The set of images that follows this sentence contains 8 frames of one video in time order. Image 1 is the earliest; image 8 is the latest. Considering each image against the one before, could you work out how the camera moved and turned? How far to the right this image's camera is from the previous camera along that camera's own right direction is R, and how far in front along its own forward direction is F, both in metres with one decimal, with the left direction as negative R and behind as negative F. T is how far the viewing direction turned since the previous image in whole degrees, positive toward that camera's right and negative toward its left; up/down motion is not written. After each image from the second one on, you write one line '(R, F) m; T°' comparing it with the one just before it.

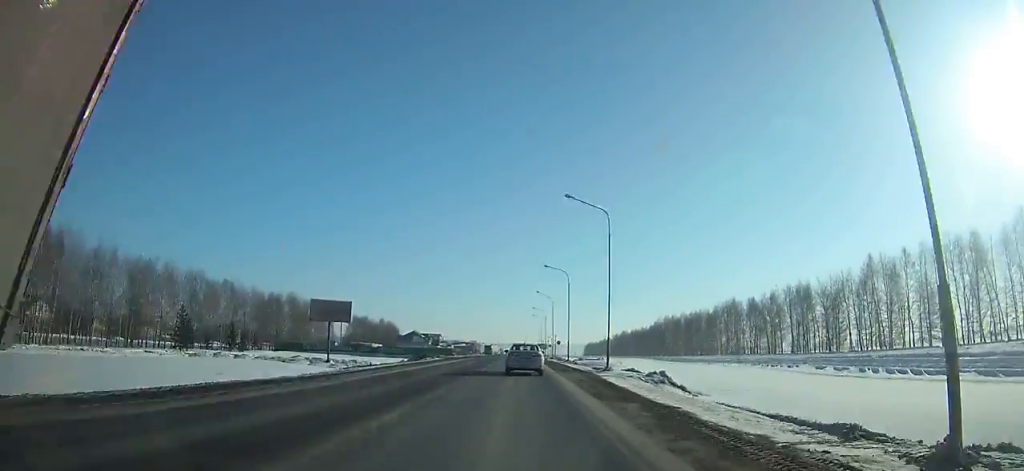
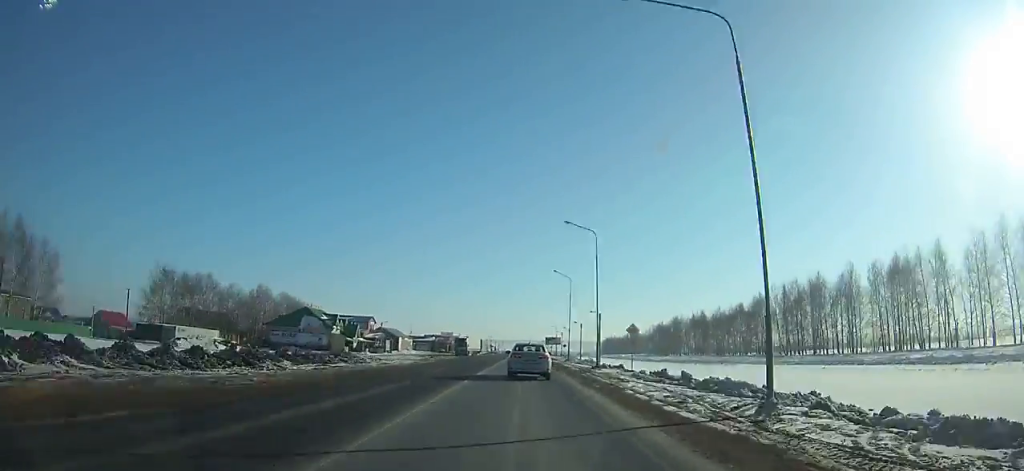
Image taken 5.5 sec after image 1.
(-0.3, +112.4) m; 0°
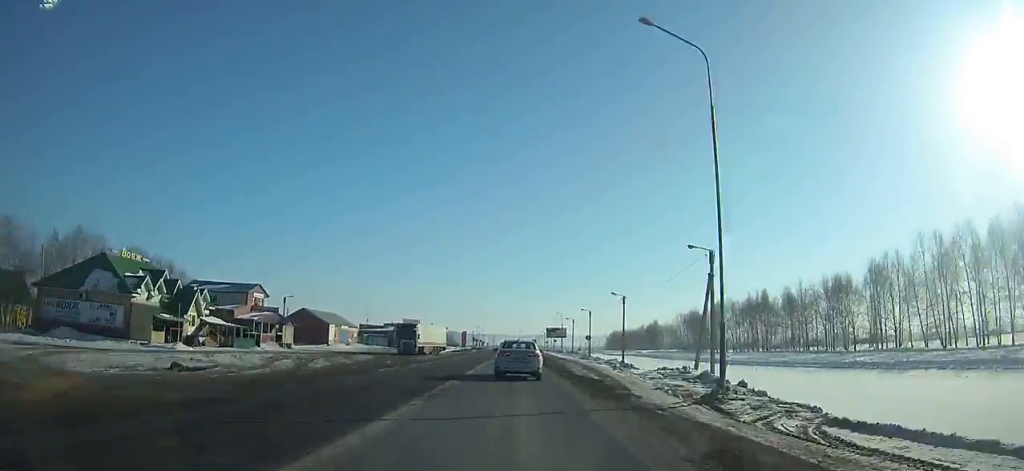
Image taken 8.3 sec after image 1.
(+0.2, +55.5) m; 0°
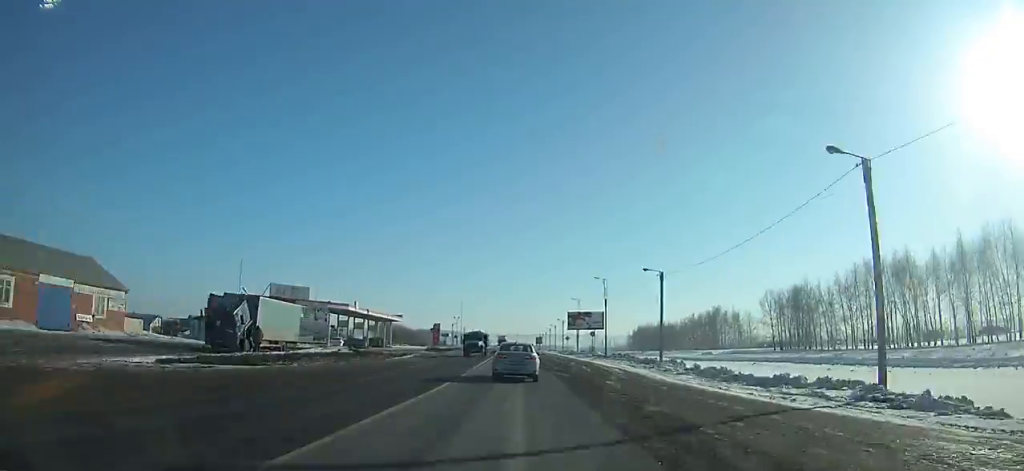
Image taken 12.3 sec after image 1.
(+0.2, +78.0) m; 0°
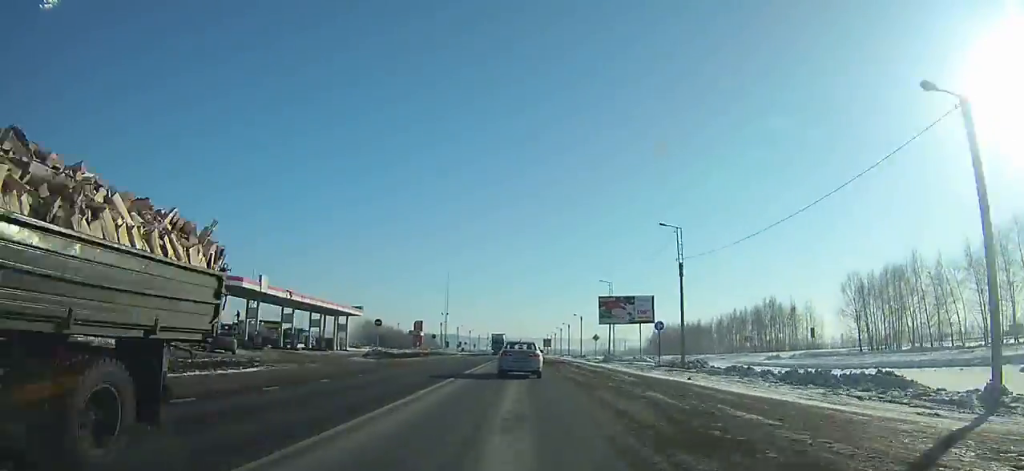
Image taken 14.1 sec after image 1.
(0.0, +34.8) m; 0°
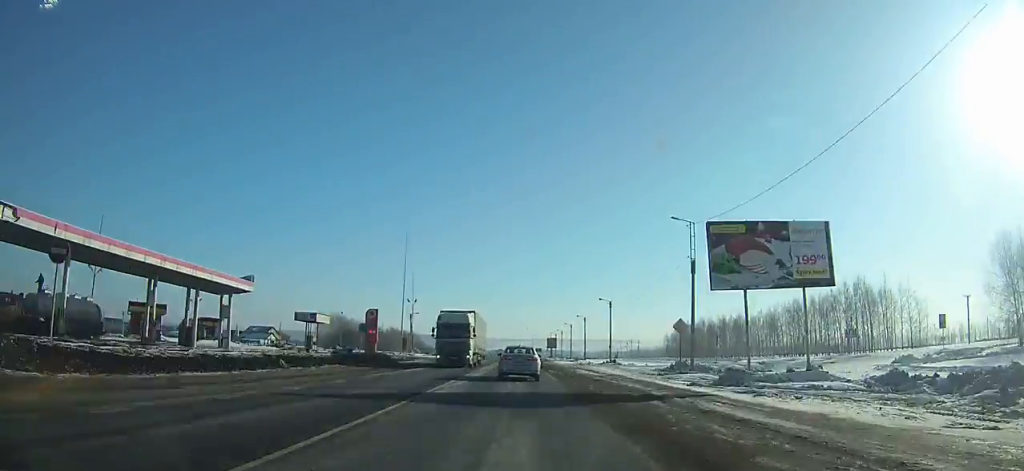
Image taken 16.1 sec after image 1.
(0.0, +38.4) m; 0°
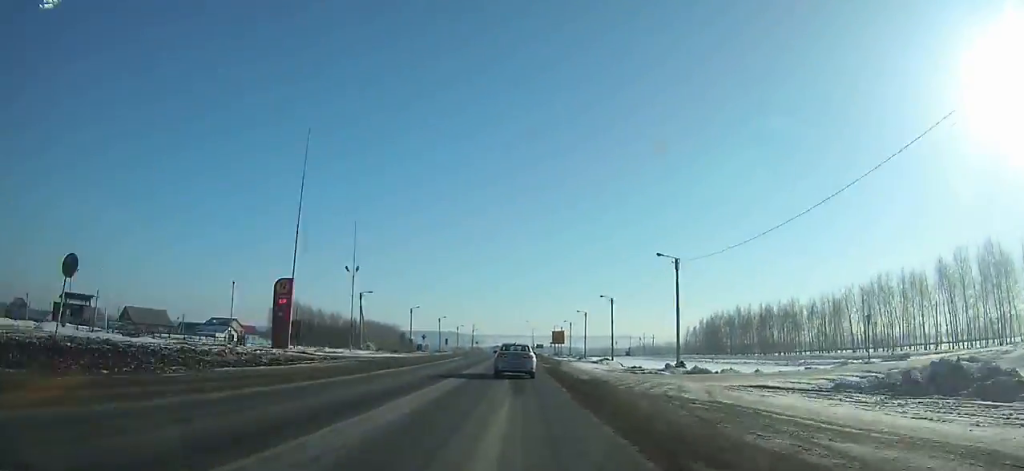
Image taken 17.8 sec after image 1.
(0.0, +32.6) m; 0°
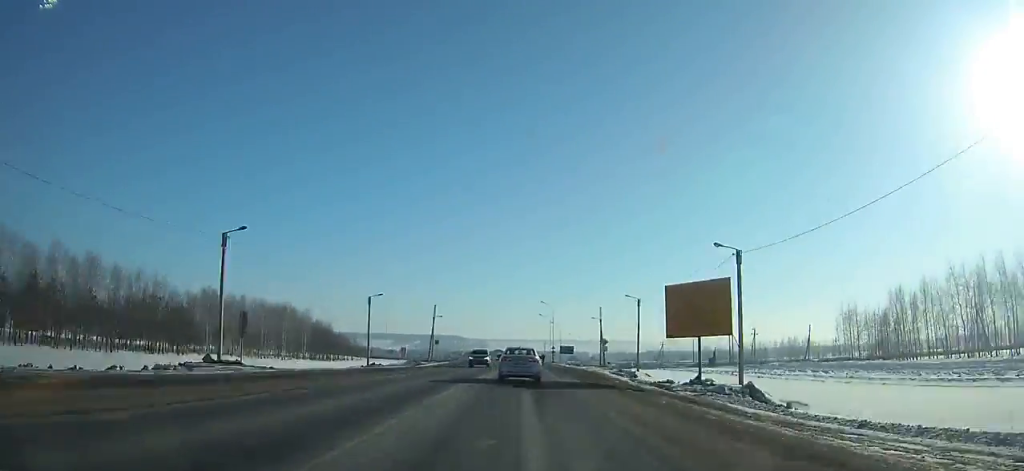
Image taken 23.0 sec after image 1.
(-0.8, +98.3) m; 0°
